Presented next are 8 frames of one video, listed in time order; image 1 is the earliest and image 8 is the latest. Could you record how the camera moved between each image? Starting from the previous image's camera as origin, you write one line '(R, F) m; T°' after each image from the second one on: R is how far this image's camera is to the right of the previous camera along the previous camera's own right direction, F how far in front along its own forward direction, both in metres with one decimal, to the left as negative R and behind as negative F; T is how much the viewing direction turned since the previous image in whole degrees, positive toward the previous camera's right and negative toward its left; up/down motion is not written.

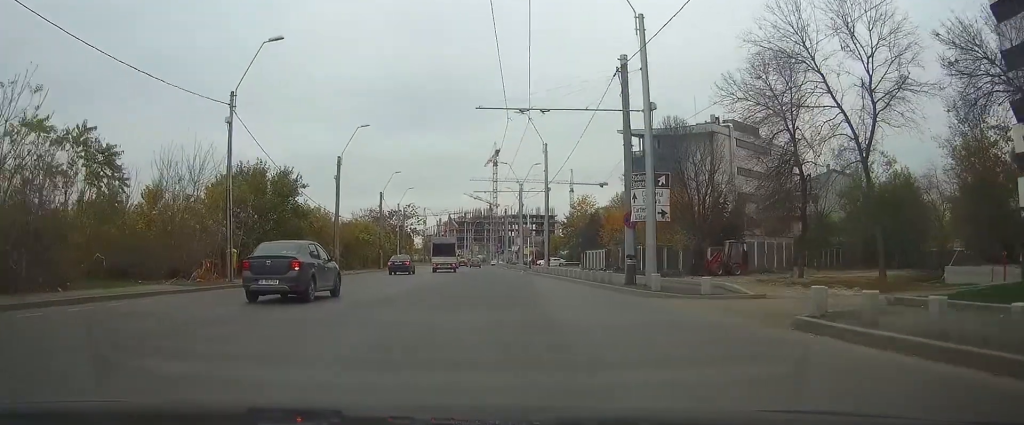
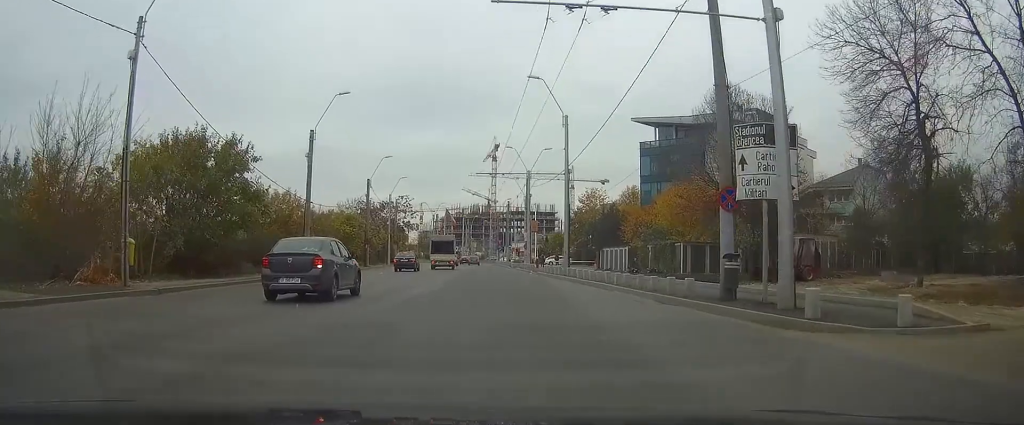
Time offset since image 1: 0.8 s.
(0.0, +10.9) m; 0°
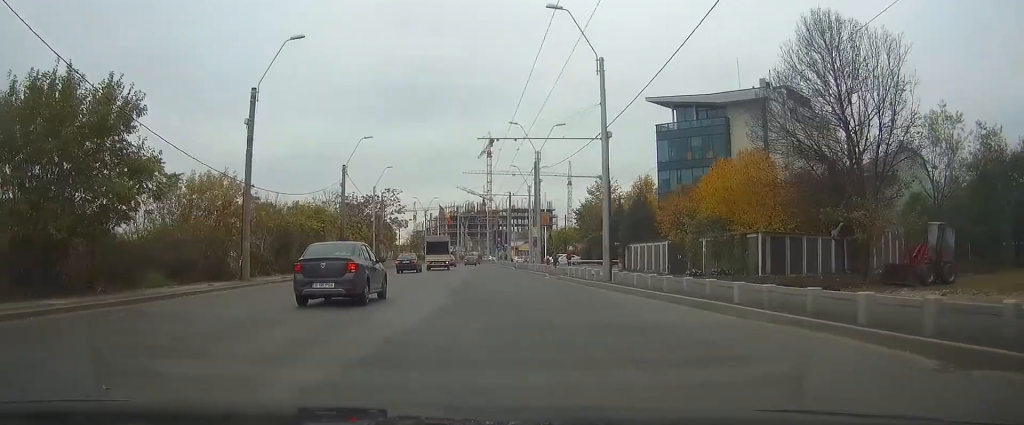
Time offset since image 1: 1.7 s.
(0.0, +13.0) m; 0°
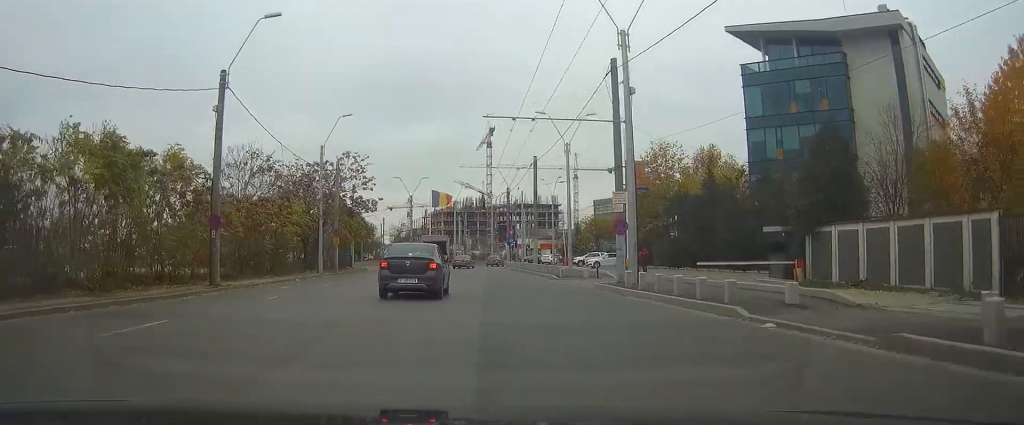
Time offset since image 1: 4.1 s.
(+0.3, +32.3) m; 0°
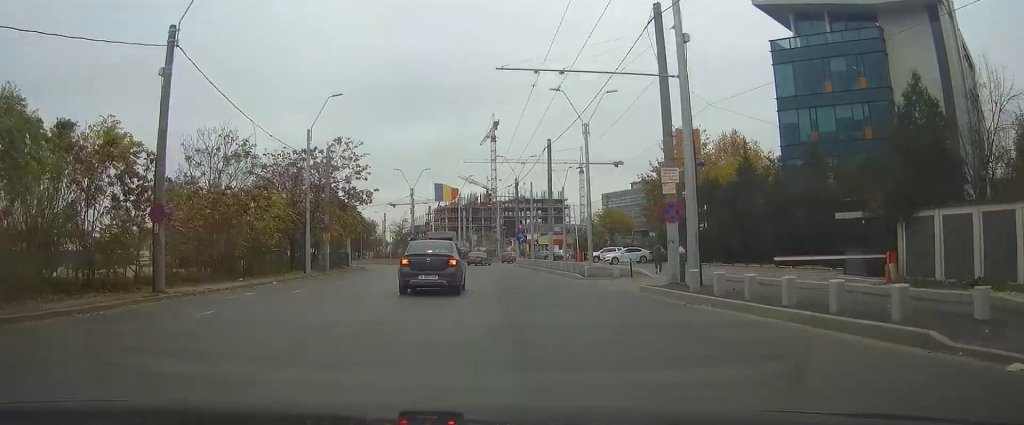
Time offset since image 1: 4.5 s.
(-0.1, +6.3) m; 0°
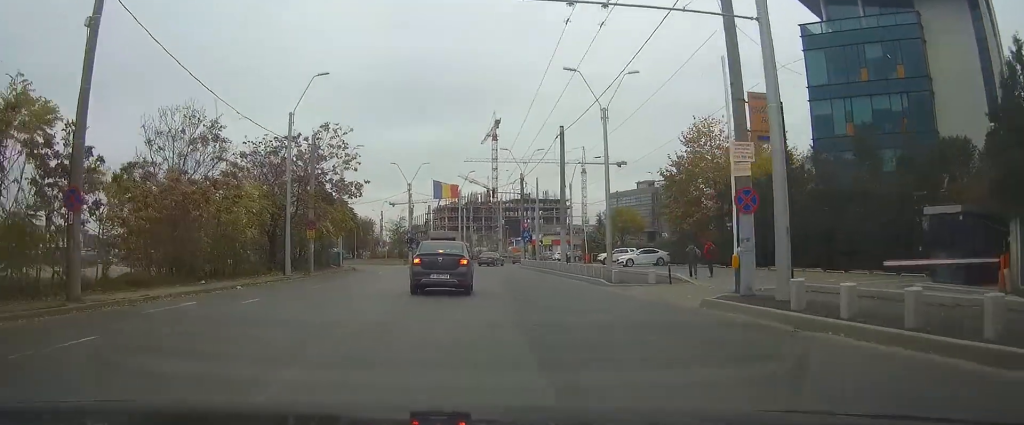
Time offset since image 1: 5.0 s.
(0.0, +5.8) m; 0°
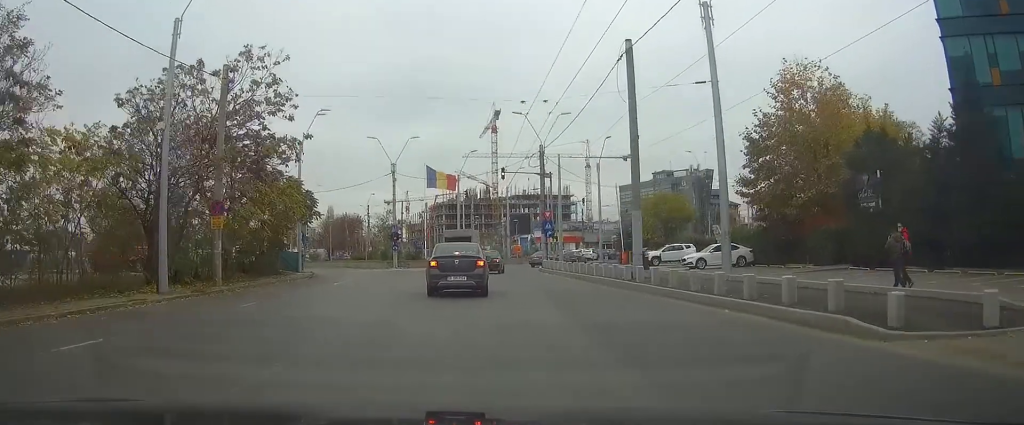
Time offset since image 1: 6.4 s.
(0.0, +18.6) m; 0°
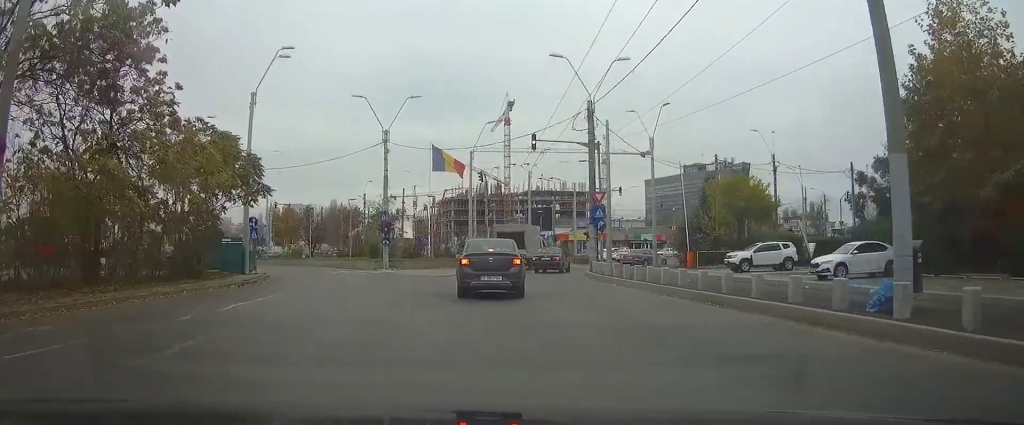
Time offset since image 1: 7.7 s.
(0.0, +16.2) m; 0°
